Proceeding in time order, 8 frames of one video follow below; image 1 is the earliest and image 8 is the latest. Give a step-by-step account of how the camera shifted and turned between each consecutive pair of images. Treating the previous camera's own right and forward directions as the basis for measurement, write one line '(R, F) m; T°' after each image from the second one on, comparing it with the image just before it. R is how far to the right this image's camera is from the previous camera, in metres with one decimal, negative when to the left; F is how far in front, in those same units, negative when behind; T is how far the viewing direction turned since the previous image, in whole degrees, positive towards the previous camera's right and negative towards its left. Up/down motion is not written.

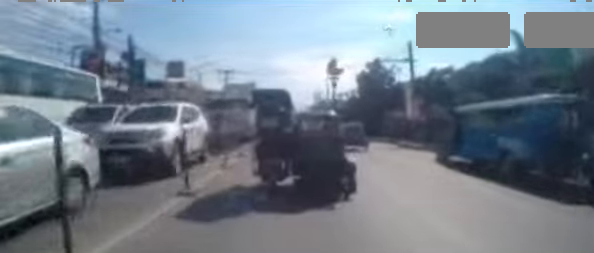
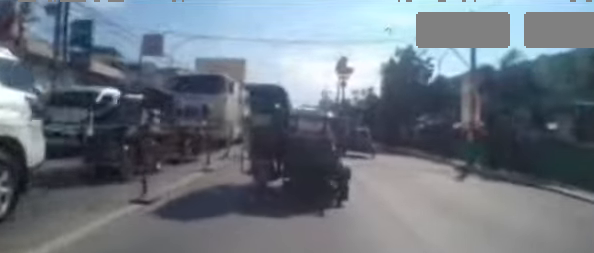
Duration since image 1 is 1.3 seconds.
(+0.3, +7.5) m; -1°
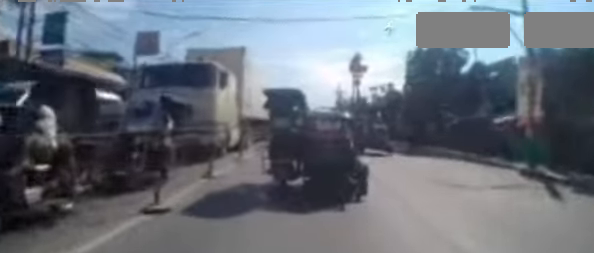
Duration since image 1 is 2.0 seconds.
(-0.4, +3.5) m; +2°
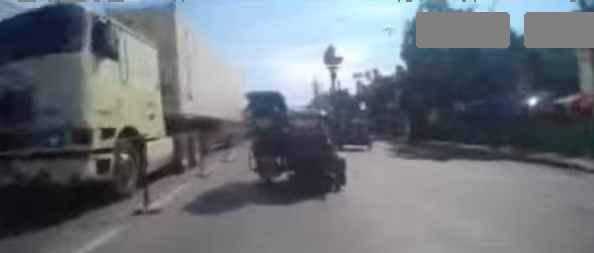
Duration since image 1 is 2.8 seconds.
(+0.5, +4.7) m; +3°
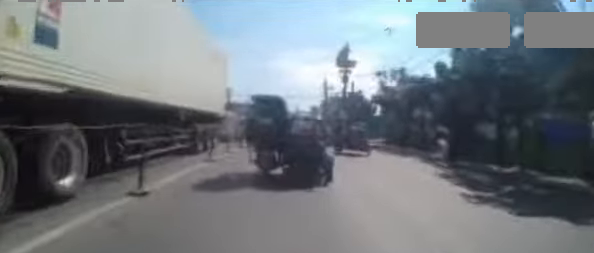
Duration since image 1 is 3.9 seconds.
(-0.1, +5.6) m; -3°
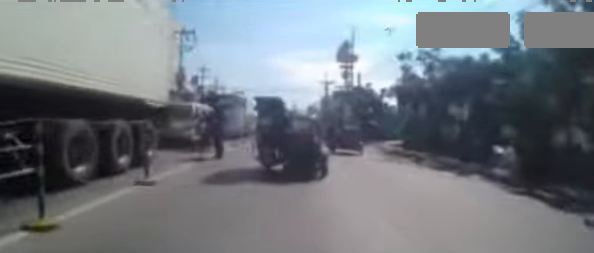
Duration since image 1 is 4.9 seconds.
(-0.2, +5.8) m; +3°
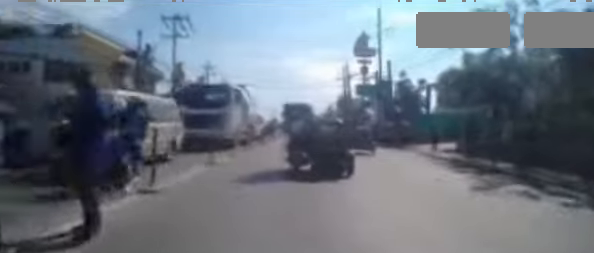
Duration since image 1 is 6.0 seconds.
(+0.6, +6.5) m; +4°
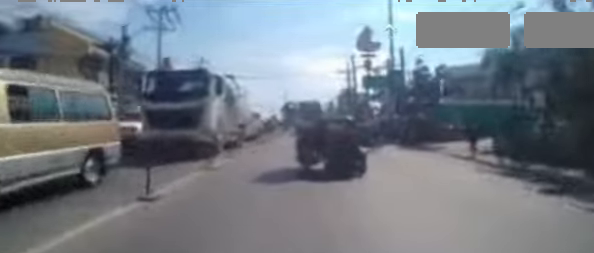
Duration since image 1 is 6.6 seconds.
(-0.1, +3.6) m; -4°
